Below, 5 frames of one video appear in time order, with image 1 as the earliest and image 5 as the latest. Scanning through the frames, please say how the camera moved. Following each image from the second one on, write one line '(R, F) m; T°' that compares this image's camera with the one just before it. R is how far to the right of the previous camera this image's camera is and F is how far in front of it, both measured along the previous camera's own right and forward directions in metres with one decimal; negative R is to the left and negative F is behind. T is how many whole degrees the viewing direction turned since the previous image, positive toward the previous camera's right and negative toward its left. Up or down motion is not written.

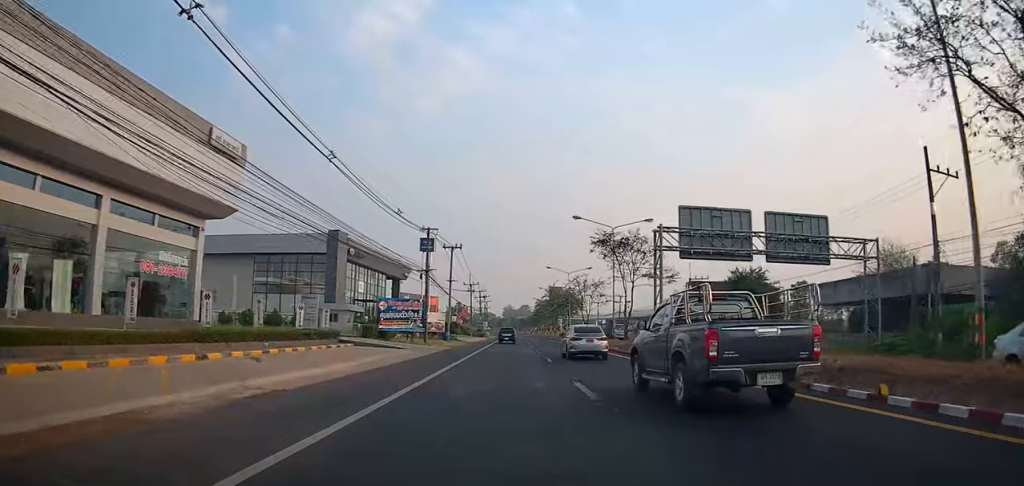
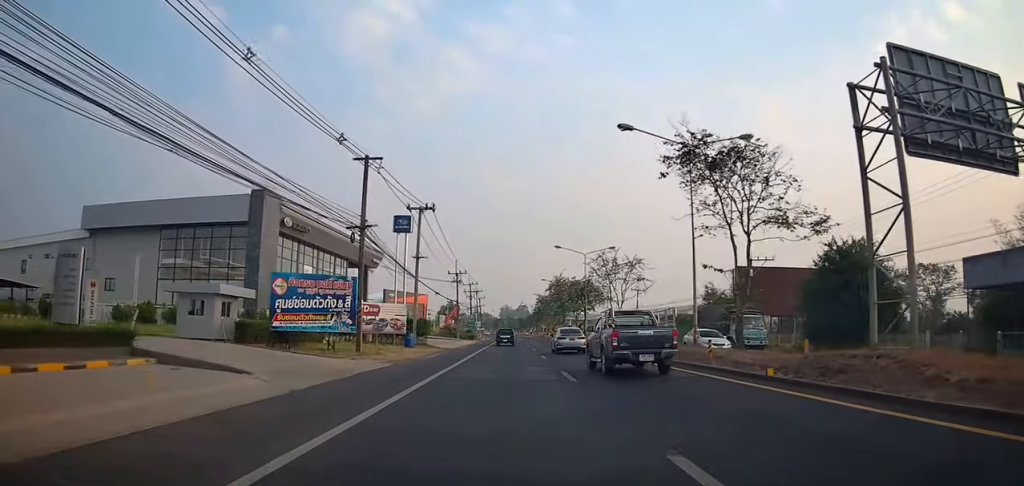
(+0.7, +19.8) m; +2°
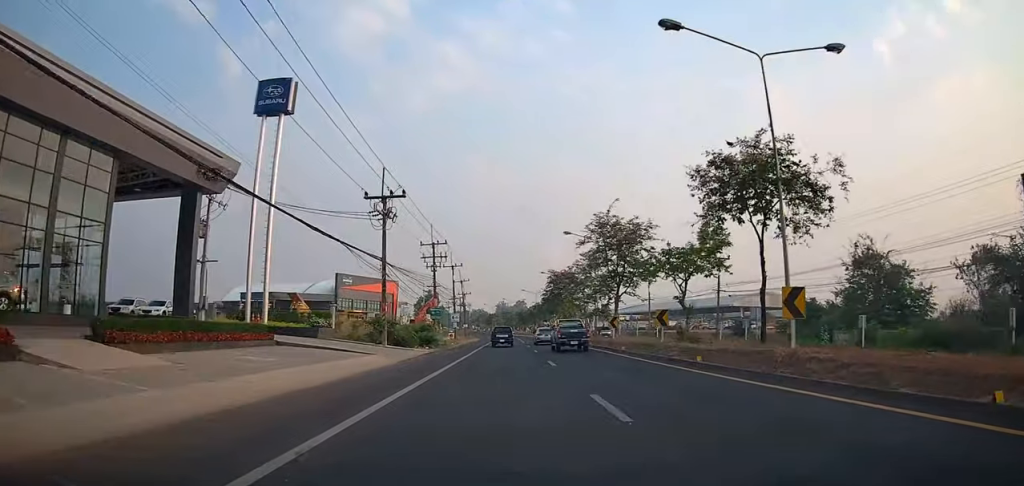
(0.0, +43.2) m; 0°
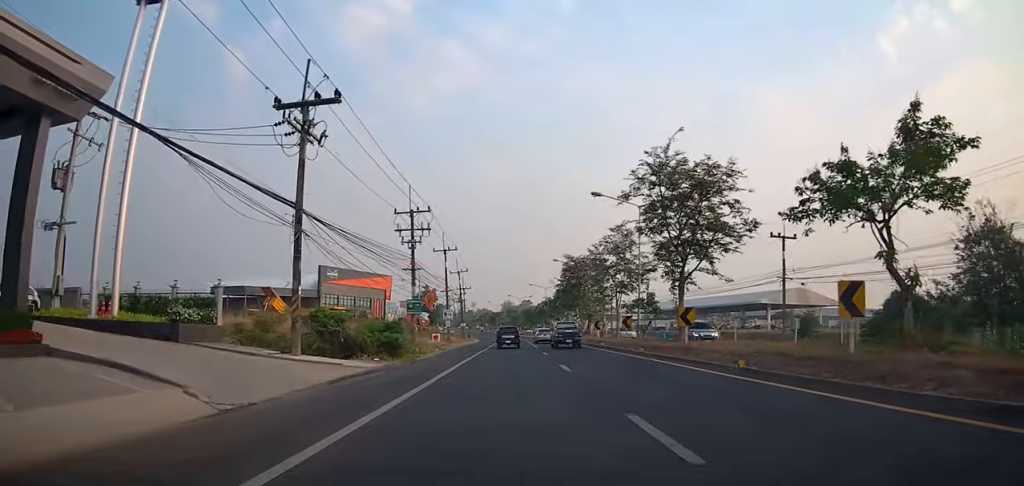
(0.0, +14.6) m; -3°
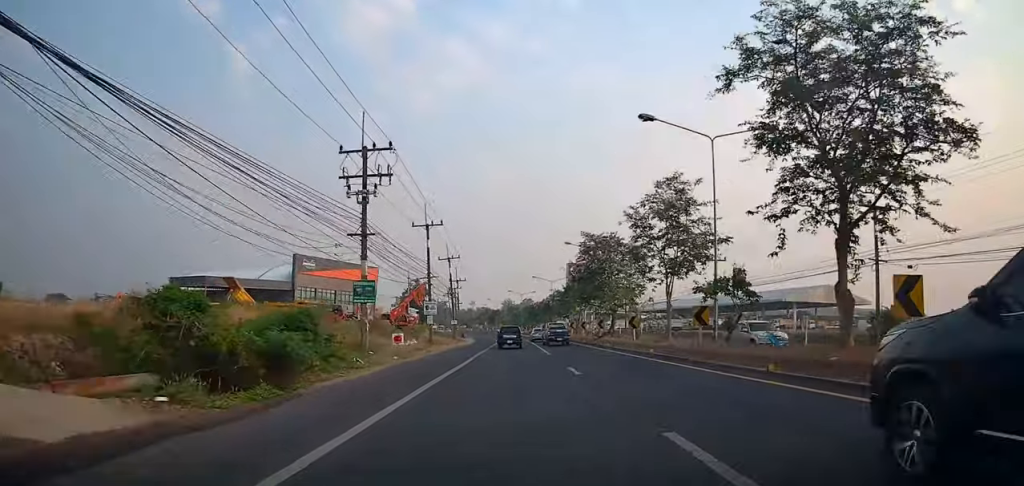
(-0.6, +13.6) m; -1°
